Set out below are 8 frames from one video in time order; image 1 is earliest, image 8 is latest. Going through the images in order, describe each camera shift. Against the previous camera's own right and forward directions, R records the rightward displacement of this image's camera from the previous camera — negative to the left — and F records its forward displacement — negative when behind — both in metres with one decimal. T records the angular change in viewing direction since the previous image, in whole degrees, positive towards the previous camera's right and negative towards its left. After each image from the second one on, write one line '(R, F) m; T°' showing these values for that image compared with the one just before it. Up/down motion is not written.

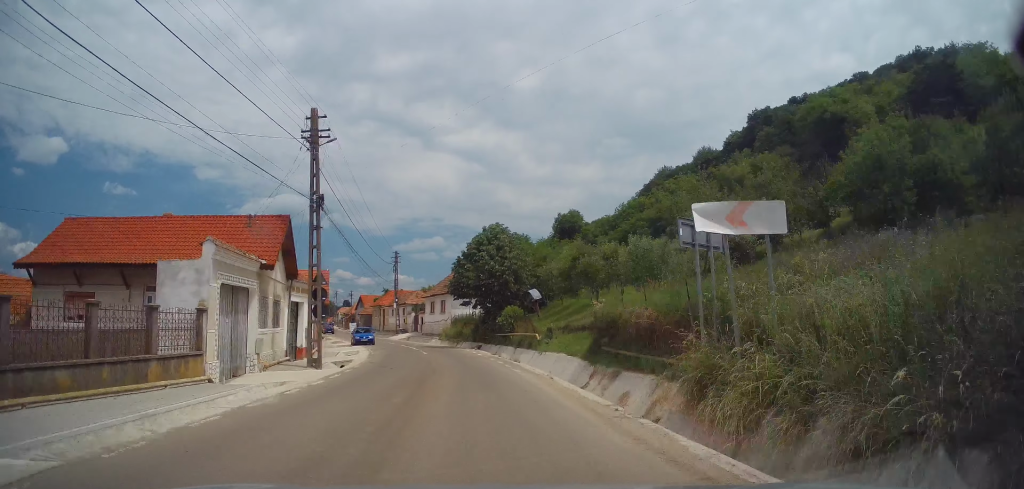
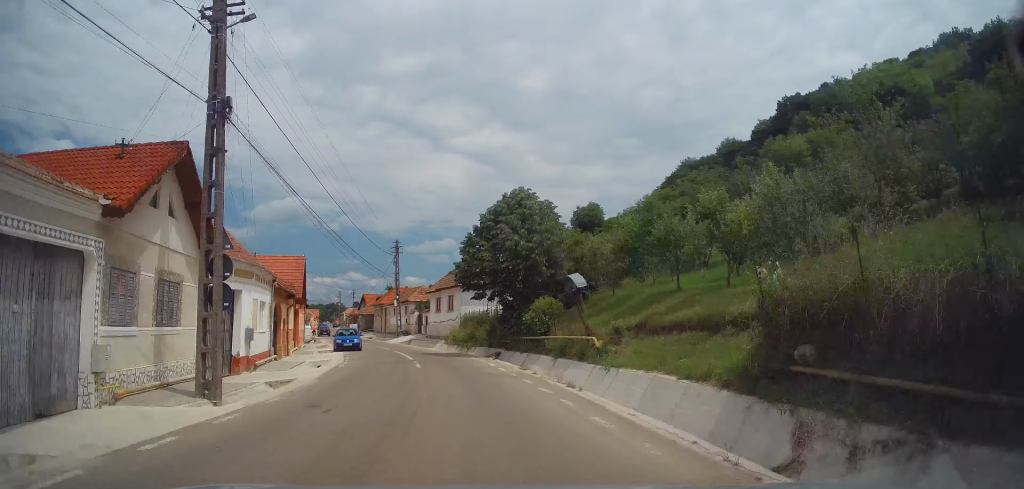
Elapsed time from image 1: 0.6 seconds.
(+0.1, +9.8) m; -1°
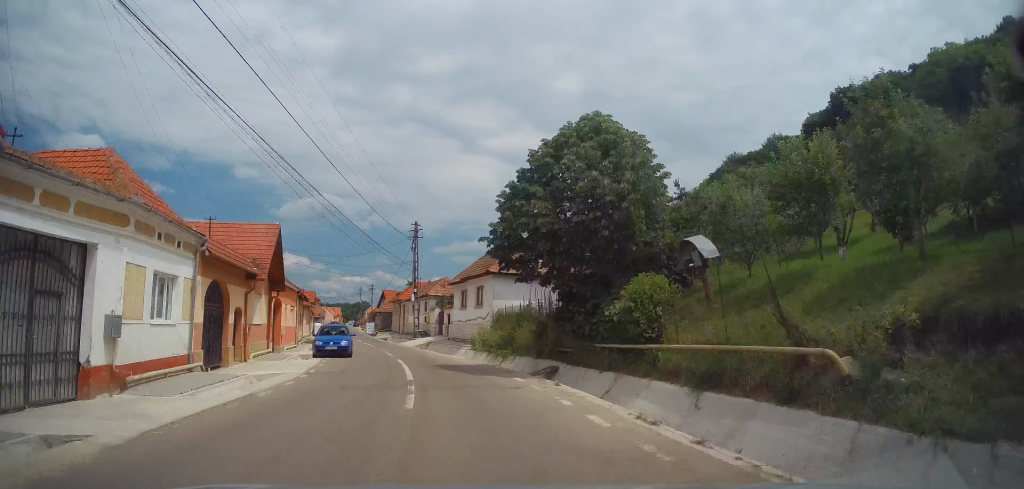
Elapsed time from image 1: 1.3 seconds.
(-0.2, +10.3) m; -3°
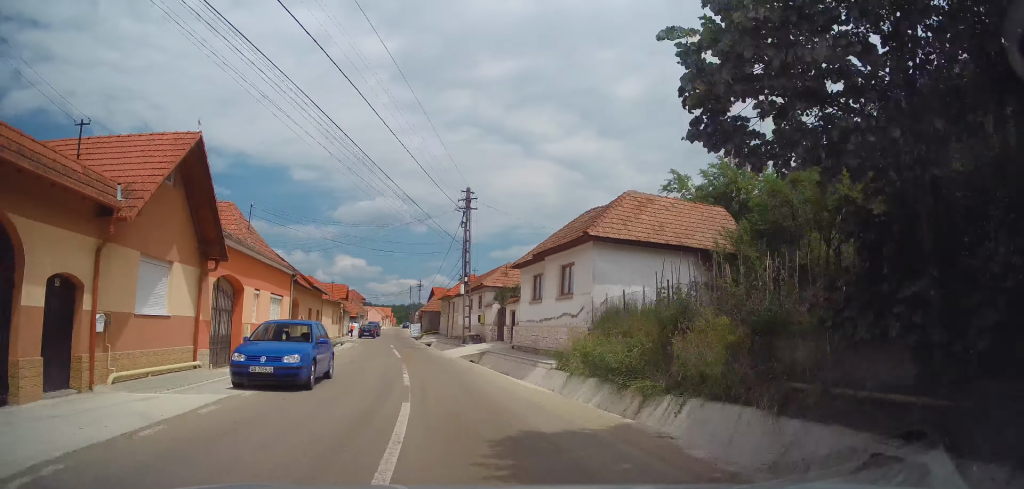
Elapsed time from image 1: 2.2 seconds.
(-0.4, +12.7) m; -4°
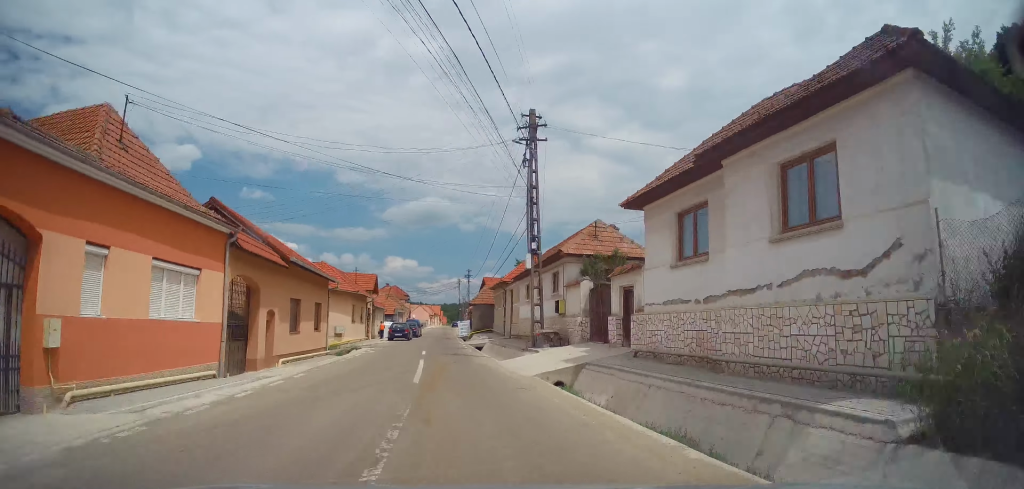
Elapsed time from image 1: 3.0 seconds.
(-0.4, +12.8) m; -4°
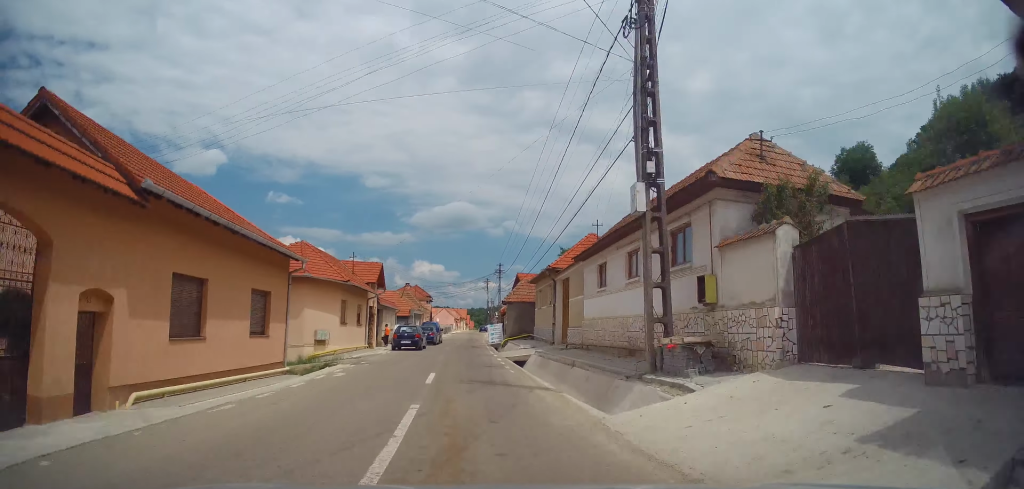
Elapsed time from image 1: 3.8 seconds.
(-0.1, +11.5) m; -4°
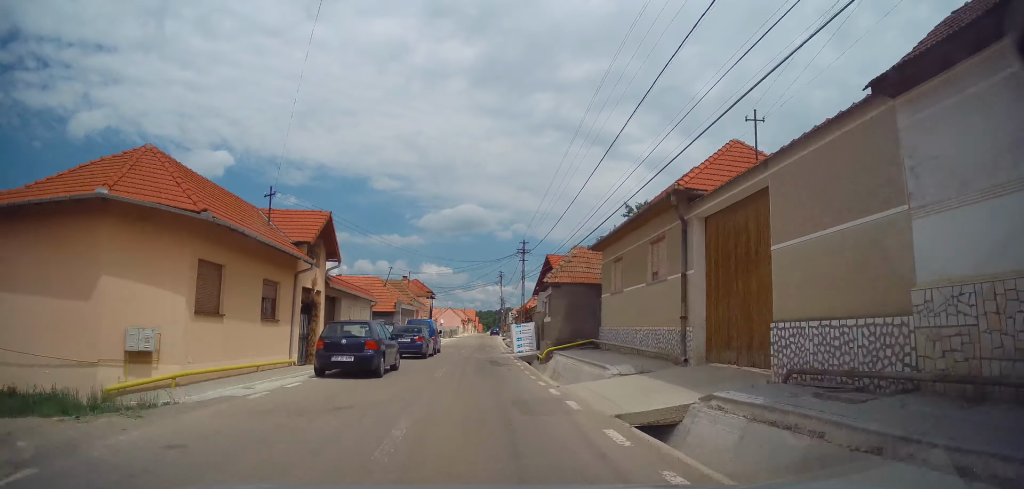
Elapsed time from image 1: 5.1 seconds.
(-1.1, +17.1) m; -3°
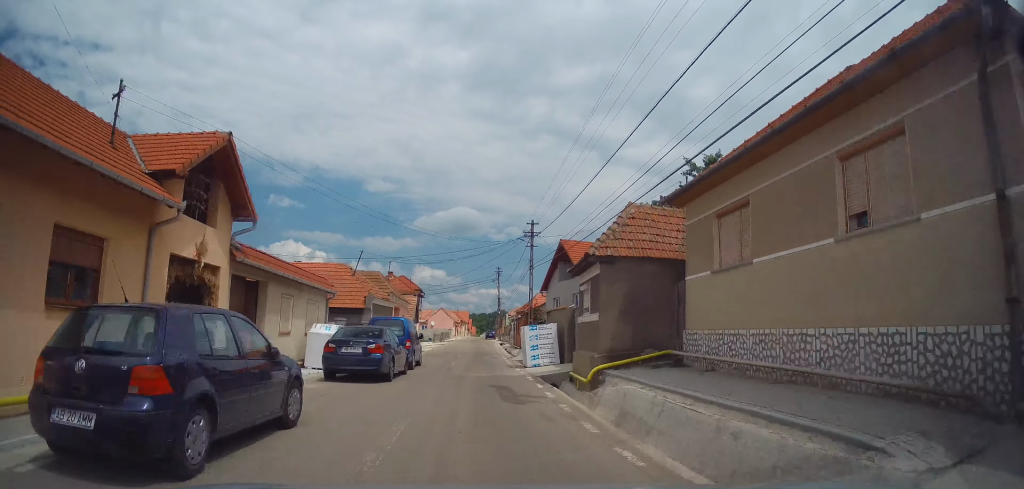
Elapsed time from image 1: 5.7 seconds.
(+0.1, +9.2) m; 0°
